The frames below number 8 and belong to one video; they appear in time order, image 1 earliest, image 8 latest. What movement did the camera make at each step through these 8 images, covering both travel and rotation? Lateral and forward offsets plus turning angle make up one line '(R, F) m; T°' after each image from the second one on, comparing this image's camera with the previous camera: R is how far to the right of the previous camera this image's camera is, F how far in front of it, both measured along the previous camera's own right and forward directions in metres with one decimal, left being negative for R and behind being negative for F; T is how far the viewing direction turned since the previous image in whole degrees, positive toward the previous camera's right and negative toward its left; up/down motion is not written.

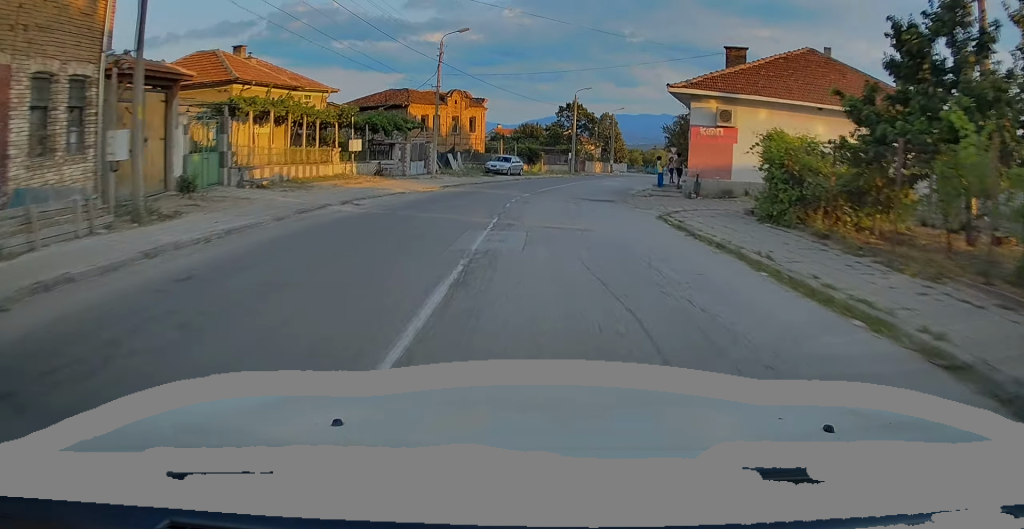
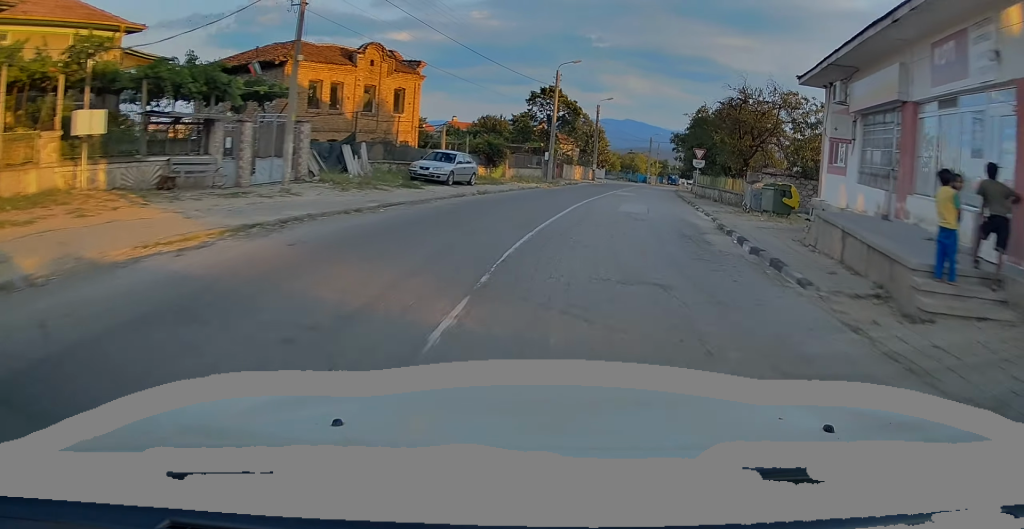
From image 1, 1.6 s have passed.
(+0.7, +19.2) m; +6°
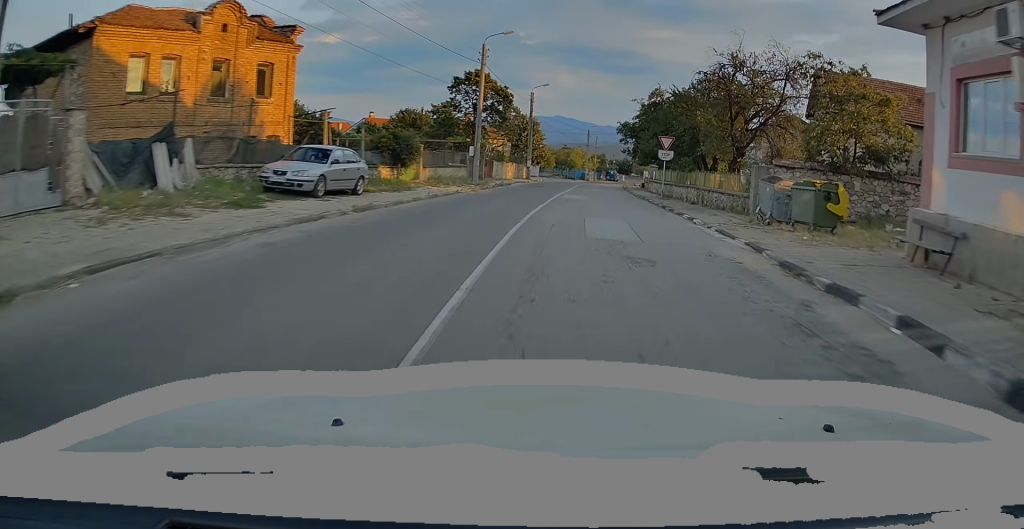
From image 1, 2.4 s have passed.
(+0.3, +9.2) m; +4°
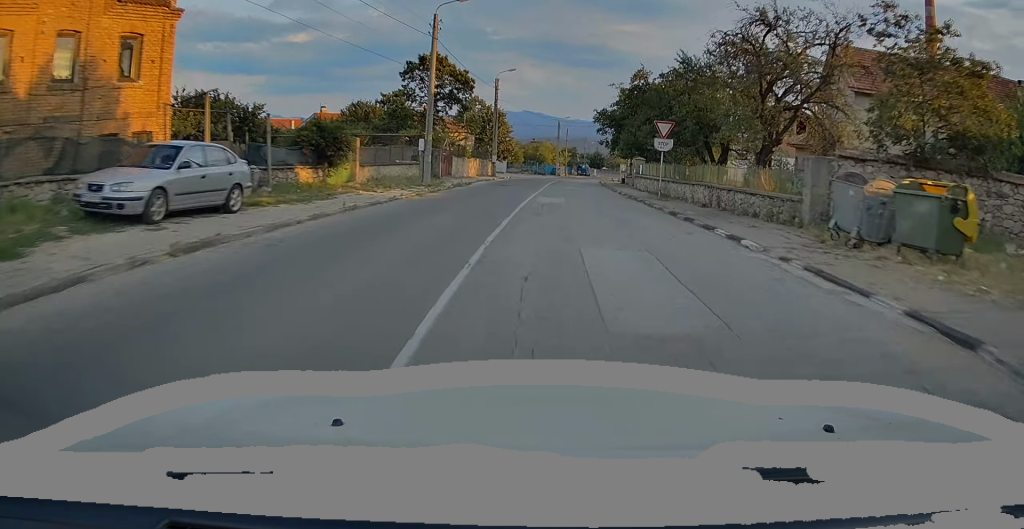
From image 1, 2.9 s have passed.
(+0.1, +6.8) m; +3°
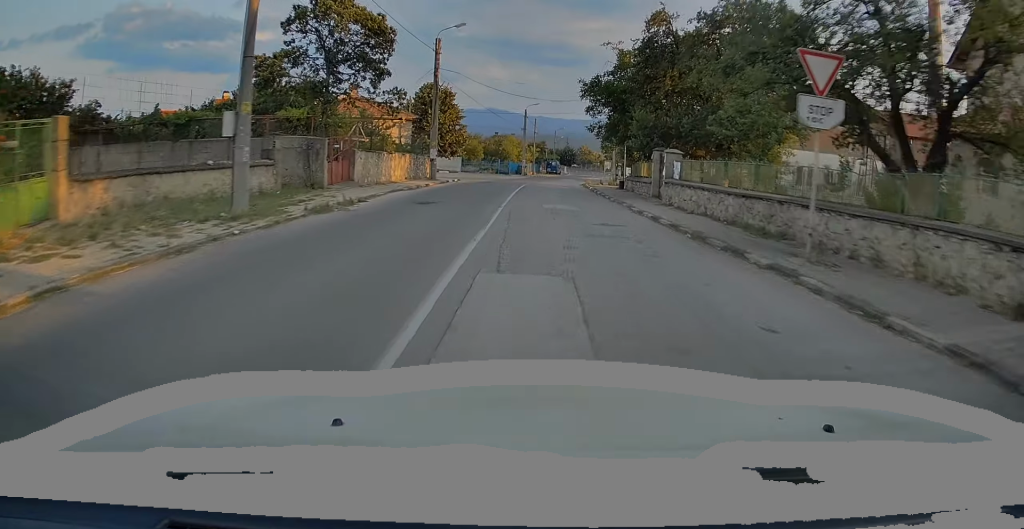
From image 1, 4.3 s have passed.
(+0.6, +17.0) m; +3°
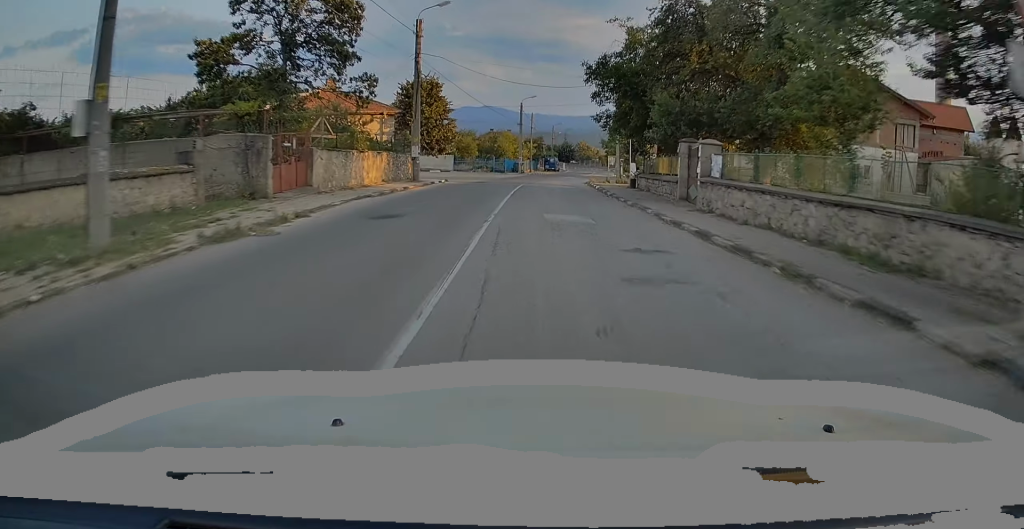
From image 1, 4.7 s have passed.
(0.0, +4.9) m; 0°
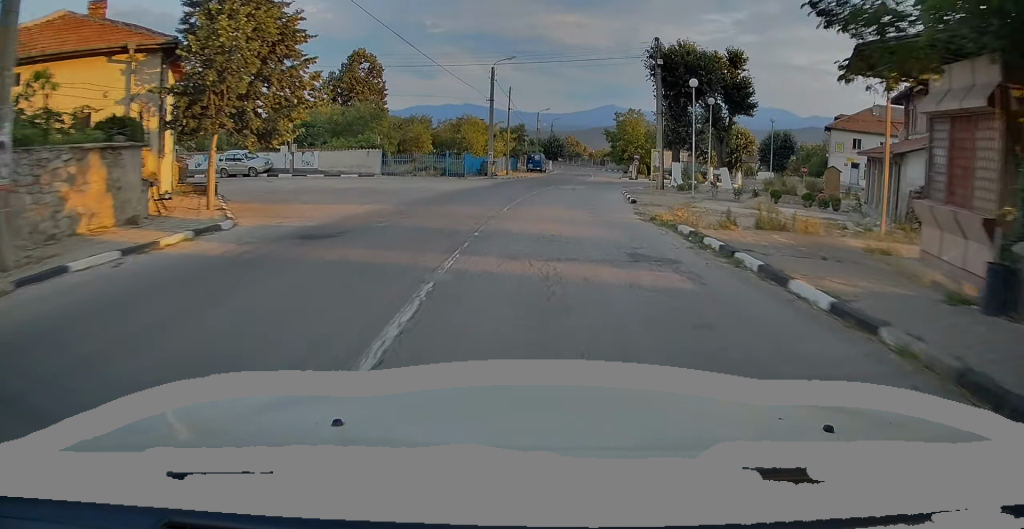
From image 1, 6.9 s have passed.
(+0.6, +26.4) m; +3°
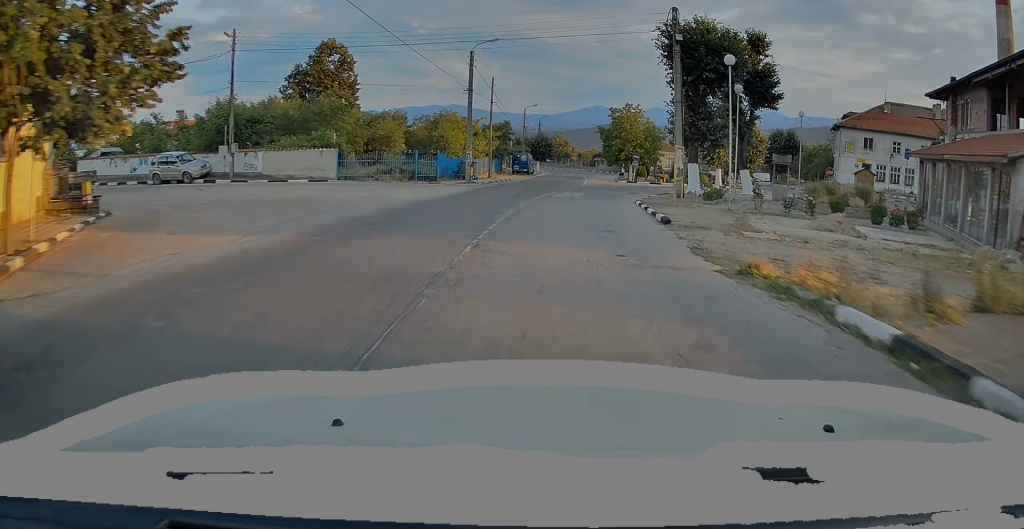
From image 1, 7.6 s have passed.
(+0.1, +7.1) m; +1°
